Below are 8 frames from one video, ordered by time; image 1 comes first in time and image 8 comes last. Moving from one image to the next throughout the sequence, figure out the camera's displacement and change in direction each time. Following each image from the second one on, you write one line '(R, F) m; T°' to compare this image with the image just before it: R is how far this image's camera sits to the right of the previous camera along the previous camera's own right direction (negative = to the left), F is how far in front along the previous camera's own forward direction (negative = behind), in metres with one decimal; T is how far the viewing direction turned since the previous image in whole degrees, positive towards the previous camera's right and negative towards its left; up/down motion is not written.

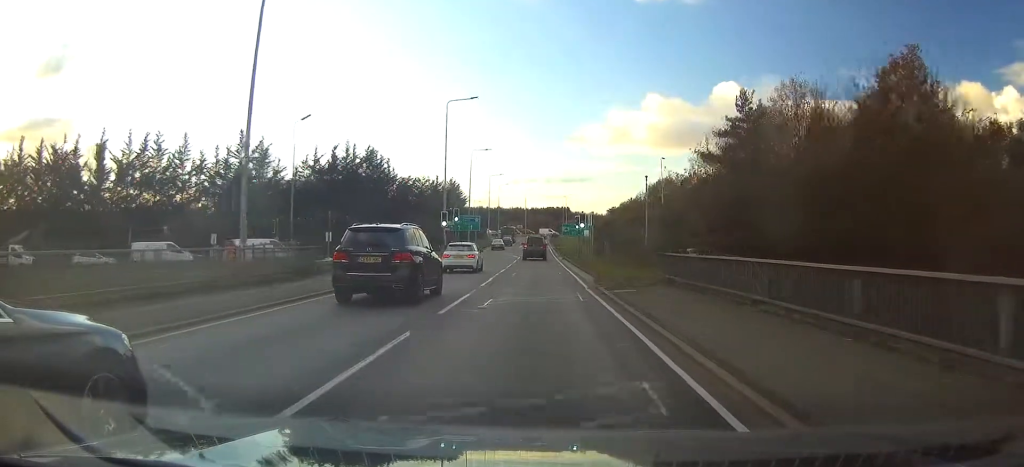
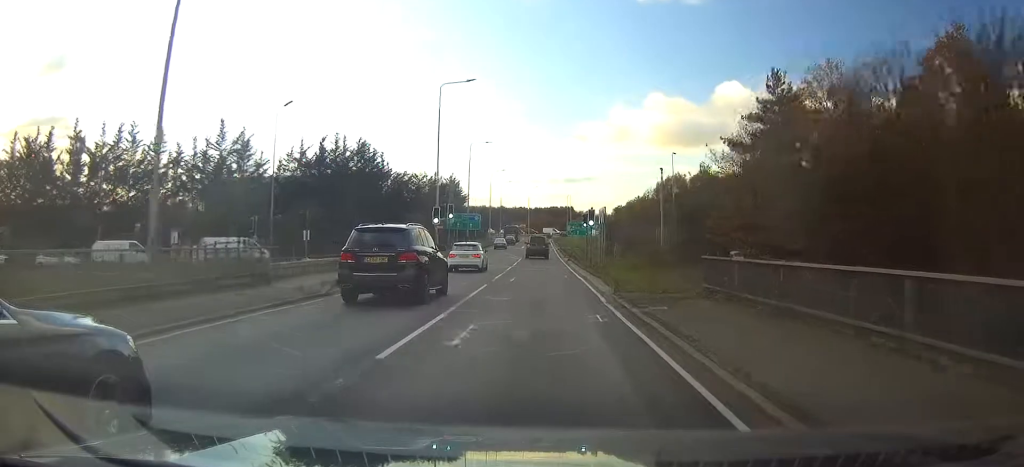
(+0.1, +5.4) m; 0°
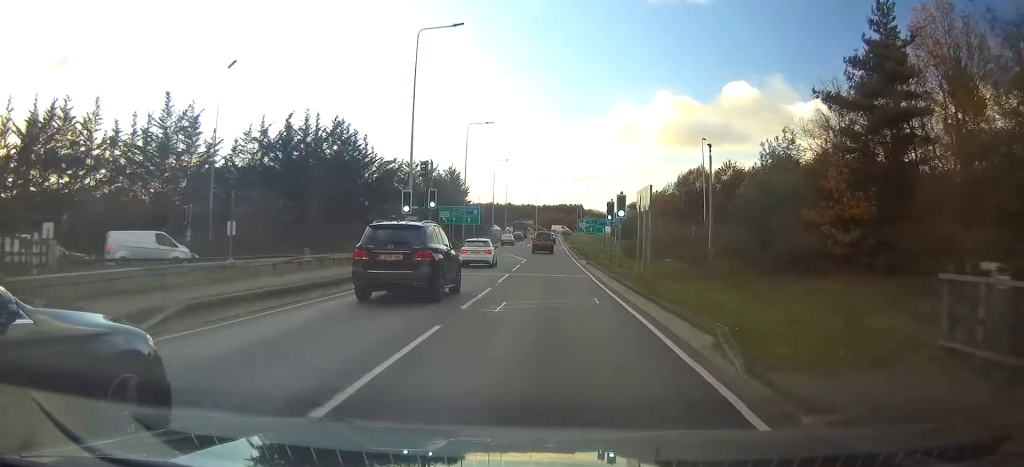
(-0.3, +11.9) m; -1°
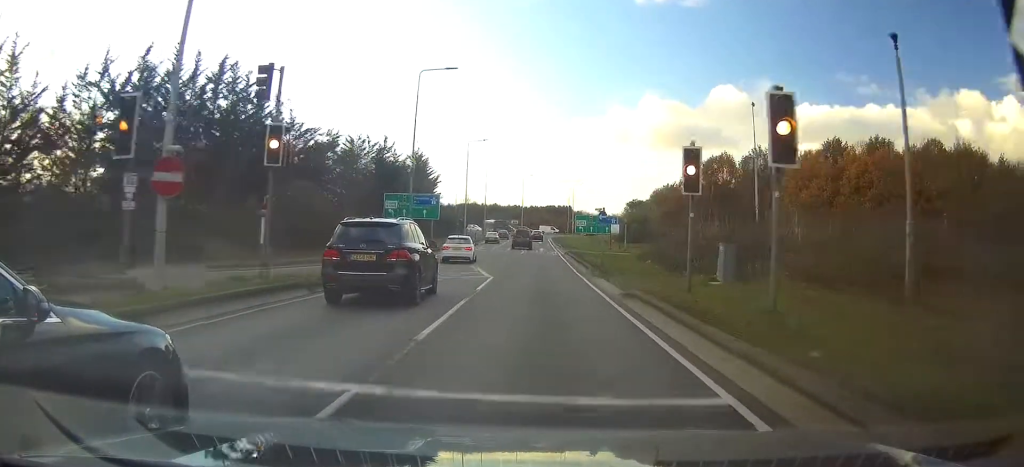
(0.0, +22.0) m; +1°
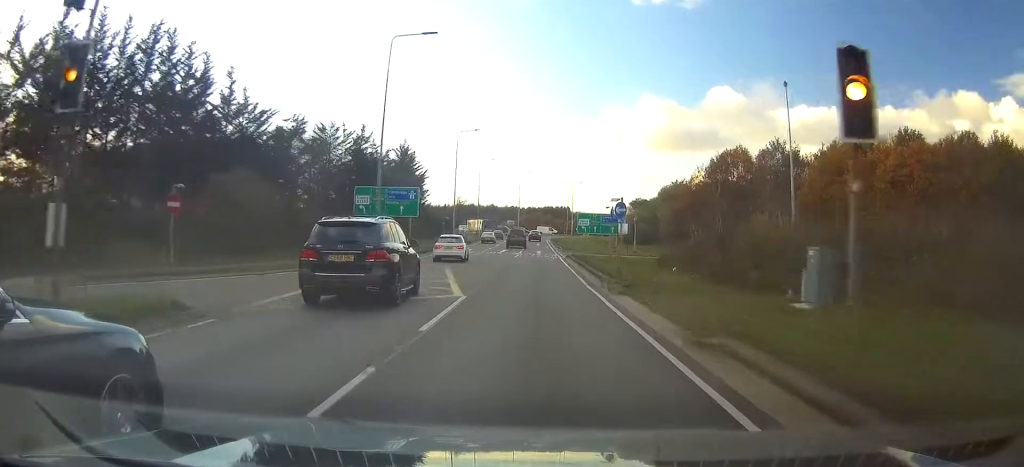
(0.0, +8.4) m; +1°
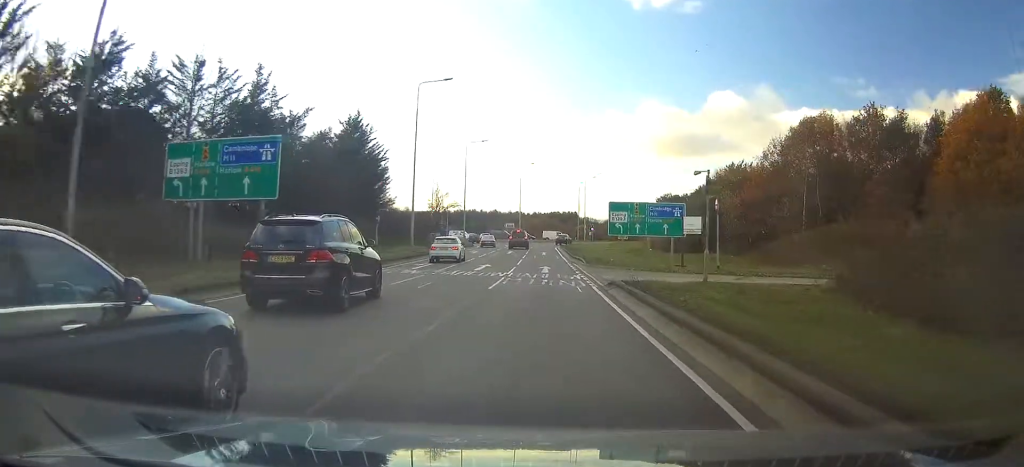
(+0.4, +26.4) m; 0°
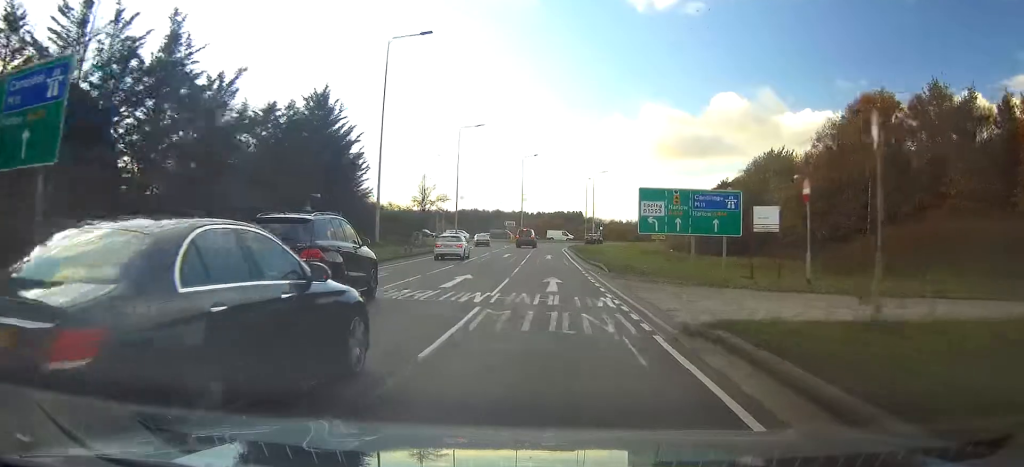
(-0.1, +11.3) m; 0°
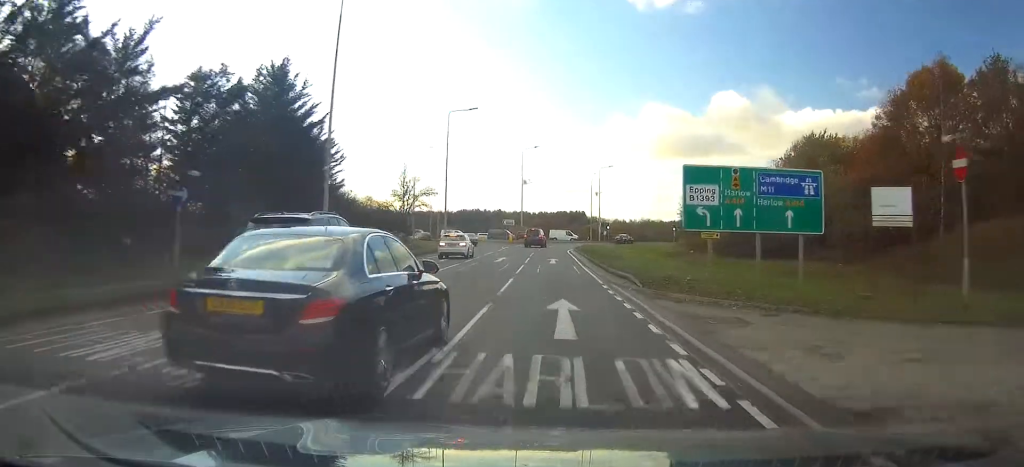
(-0.1, +9.3) m; 0°
